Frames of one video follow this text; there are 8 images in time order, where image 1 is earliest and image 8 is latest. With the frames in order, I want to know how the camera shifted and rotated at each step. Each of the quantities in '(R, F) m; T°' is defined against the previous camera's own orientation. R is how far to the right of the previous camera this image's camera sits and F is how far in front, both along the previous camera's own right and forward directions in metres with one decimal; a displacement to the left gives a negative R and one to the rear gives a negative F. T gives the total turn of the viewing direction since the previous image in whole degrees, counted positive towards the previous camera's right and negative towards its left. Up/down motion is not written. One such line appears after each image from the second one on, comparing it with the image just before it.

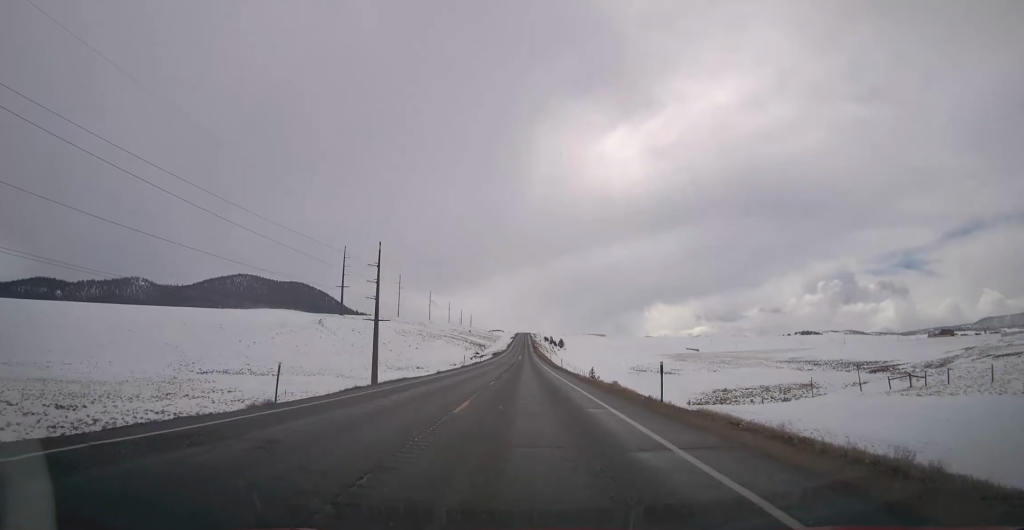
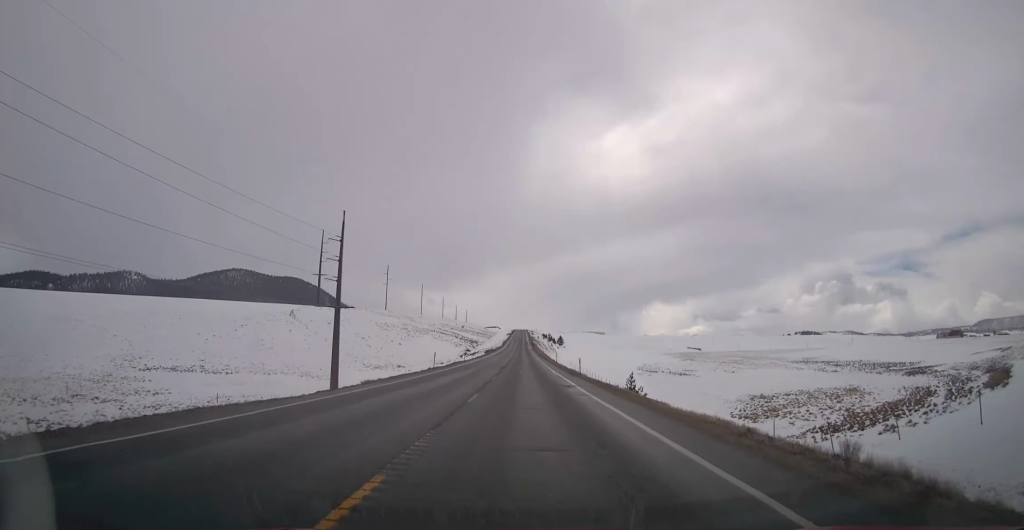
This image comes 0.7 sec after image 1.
(0.0, +22.1) m; 0°
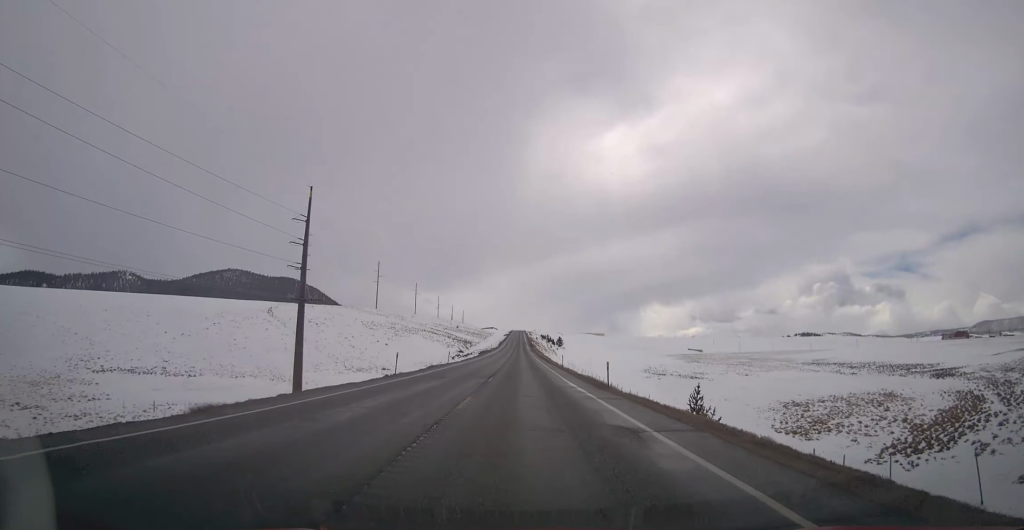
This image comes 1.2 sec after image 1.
(0.0, +14.1) m; 0°
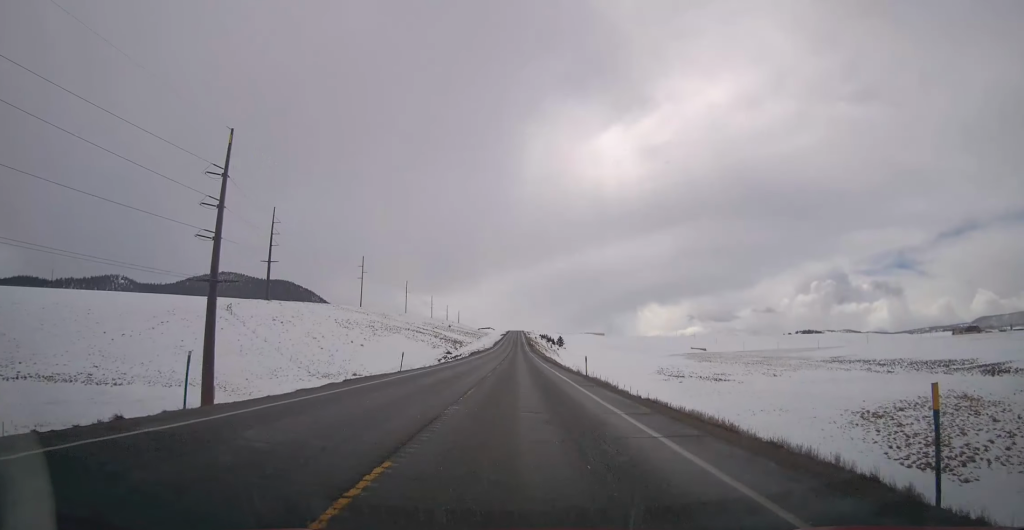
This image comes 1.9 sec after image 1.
(+0.1, +21.2) m; 0°
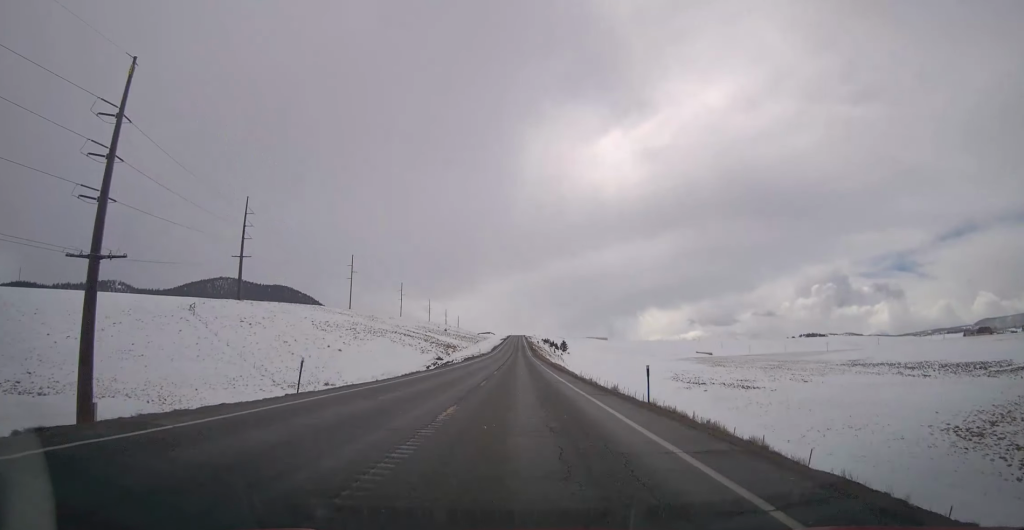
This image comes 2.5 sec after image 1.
(-0.1, +17.4) m; 0°
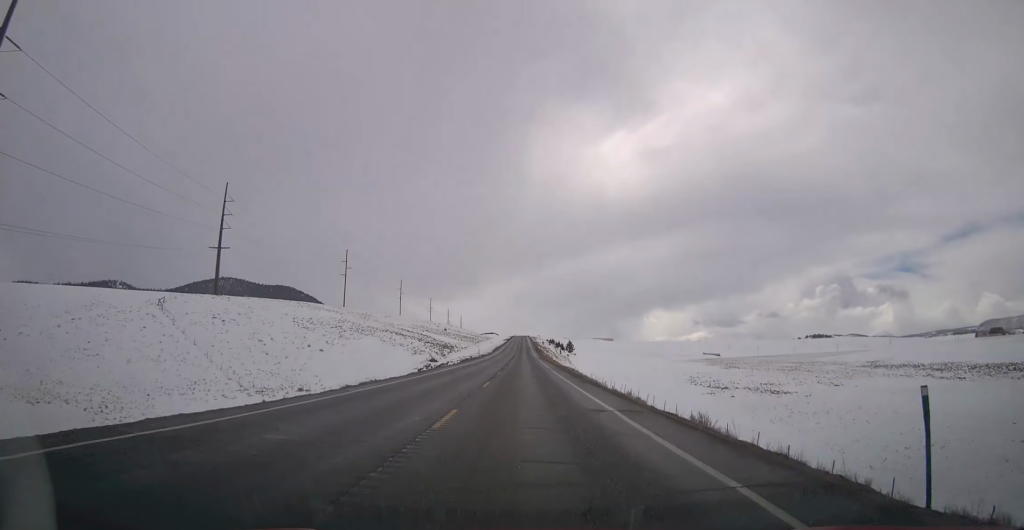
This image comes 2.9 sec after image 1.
(0.0, +12.6) m; 0°
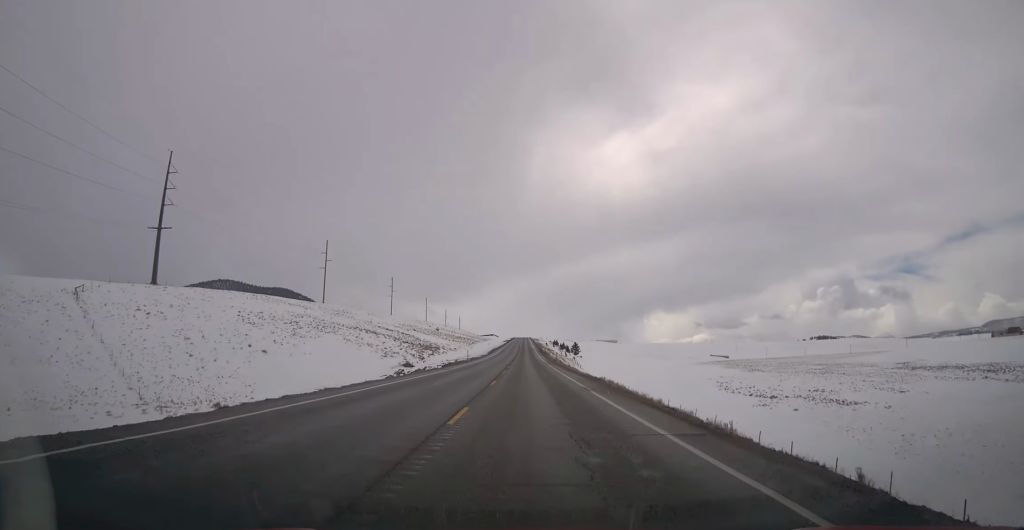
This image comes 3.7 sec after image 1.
(0.0, +23.1) m; 0°
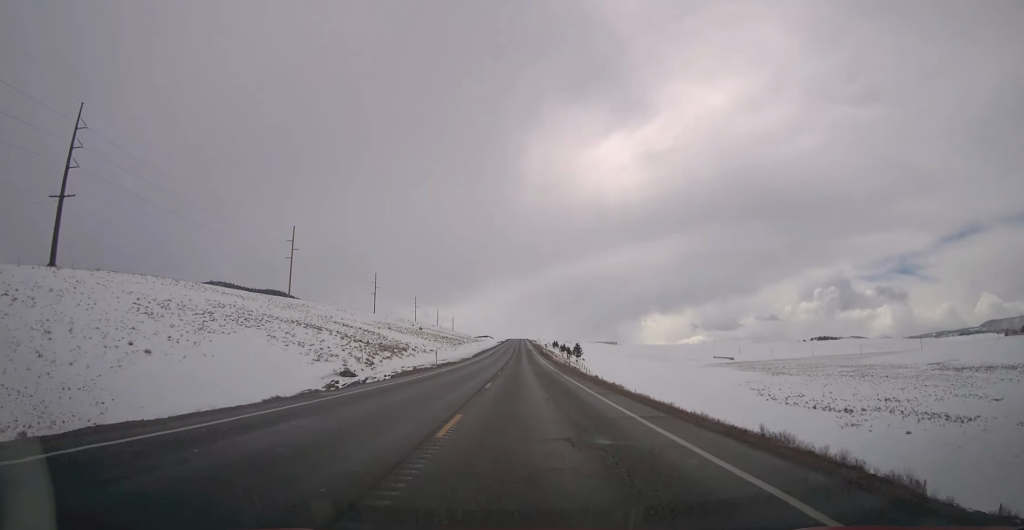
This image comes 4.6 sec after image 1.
(0.0, +26.3) m; 0°
